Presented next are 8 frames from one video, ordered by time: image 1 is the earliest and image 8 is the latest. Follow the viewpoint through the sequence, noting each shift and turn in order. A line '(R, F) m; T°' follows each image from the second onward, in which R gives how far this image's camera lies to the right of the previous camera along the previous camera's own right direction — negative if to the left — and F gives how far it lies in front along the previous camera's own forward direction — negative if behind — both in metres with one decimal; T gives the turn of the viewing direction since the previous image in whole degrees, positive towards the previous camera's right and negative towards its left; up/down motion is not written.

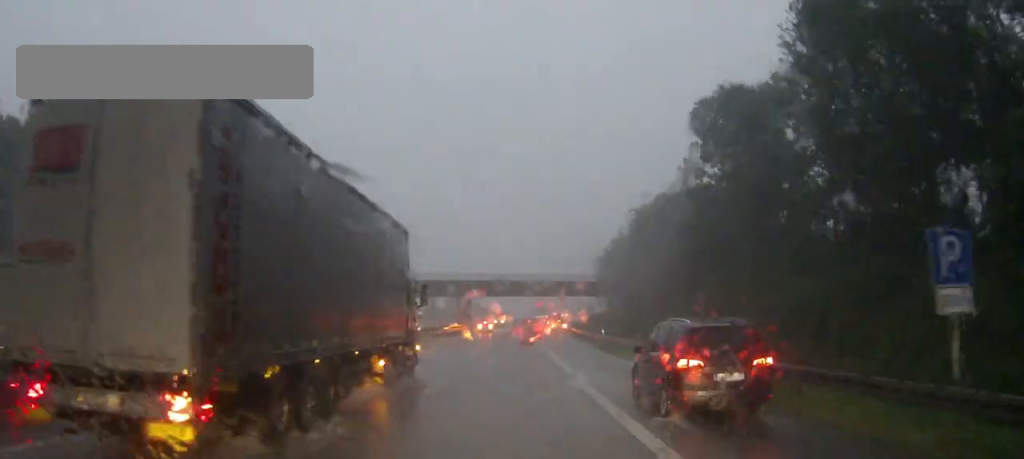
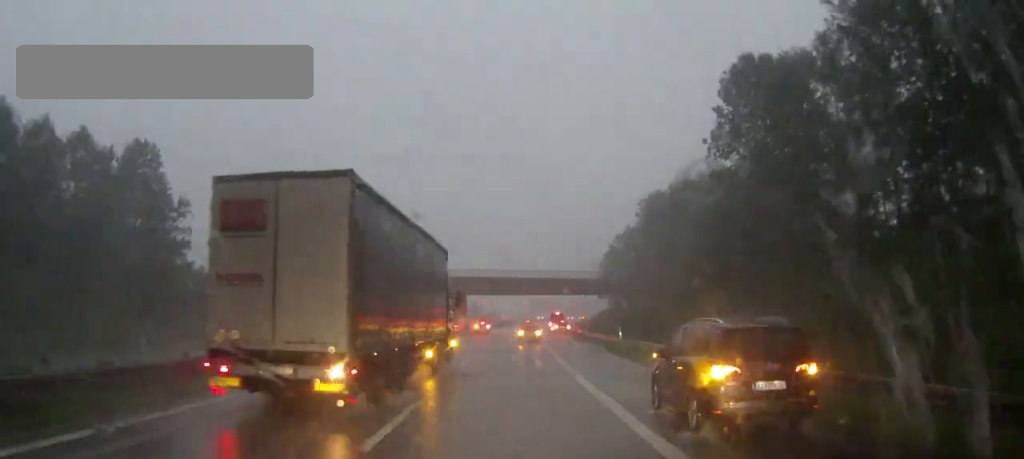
(0.0, +7.3) m; 0°
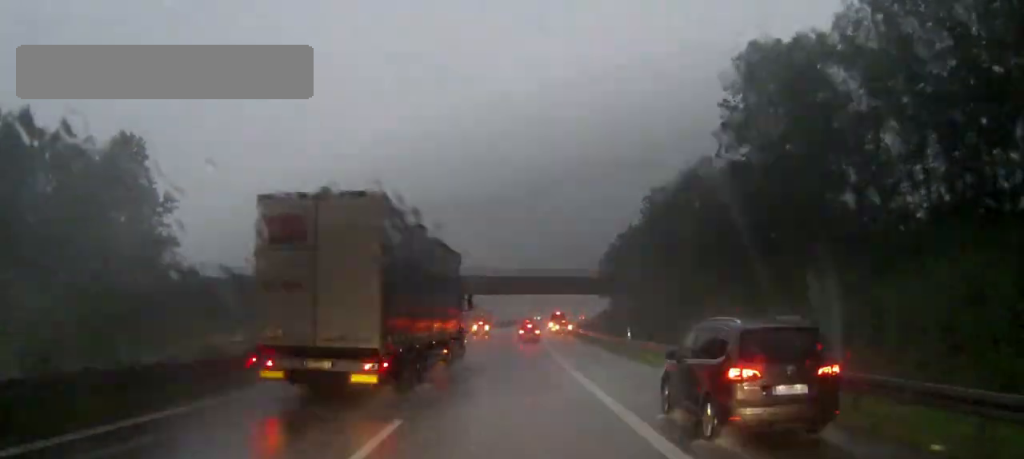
(0.0, +2.9) m; 0°
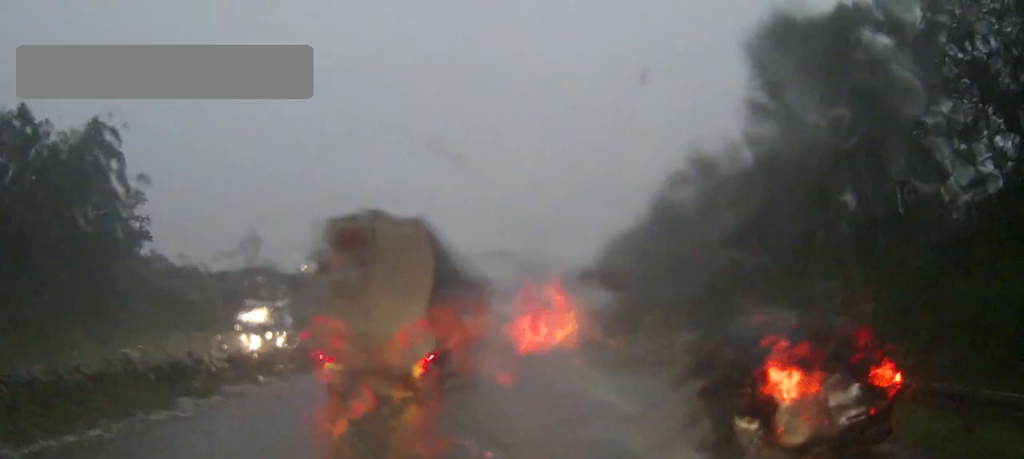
(0.0, +5.4) m; +1°
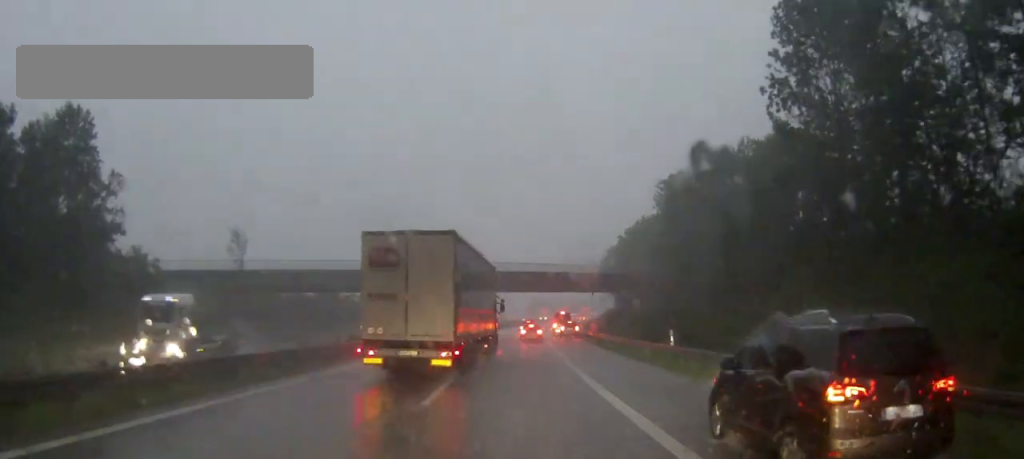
(+0.1, +4.3) m; 0°
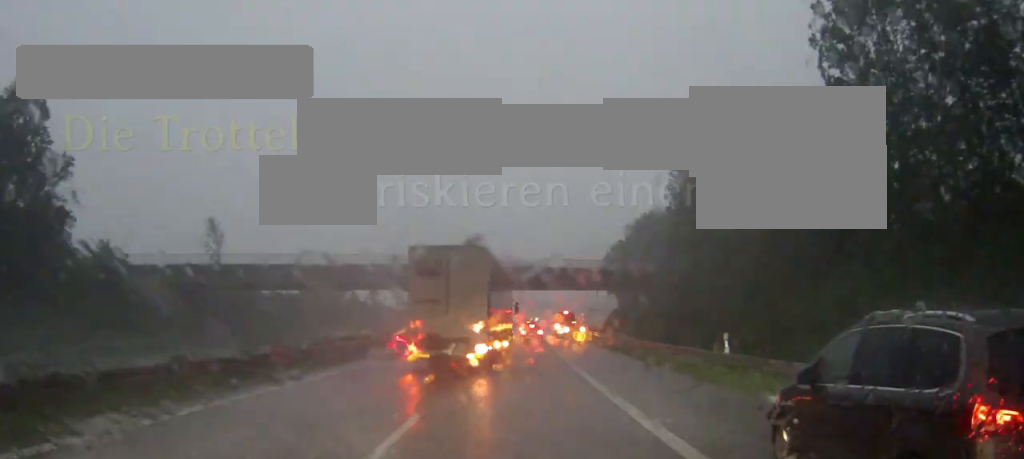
(0.0, +7.0) m; 0°
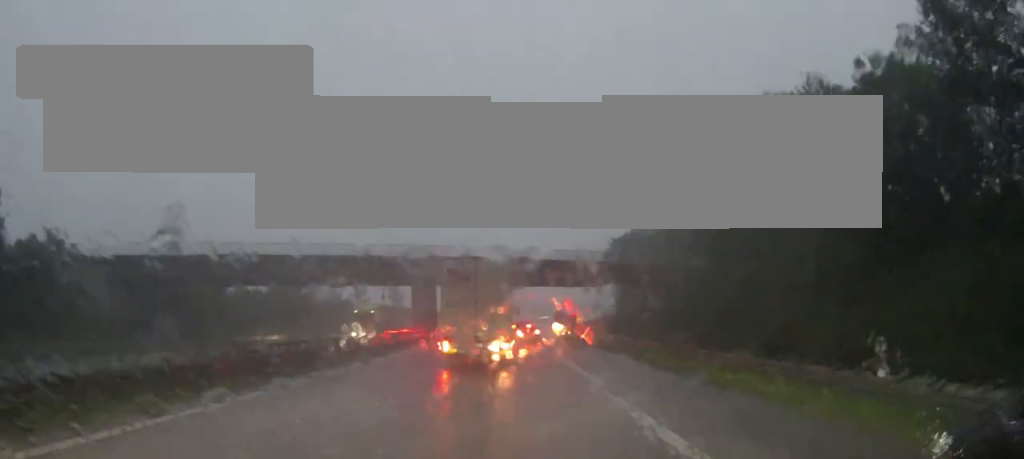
(+0.1, +9.1) m; +1°
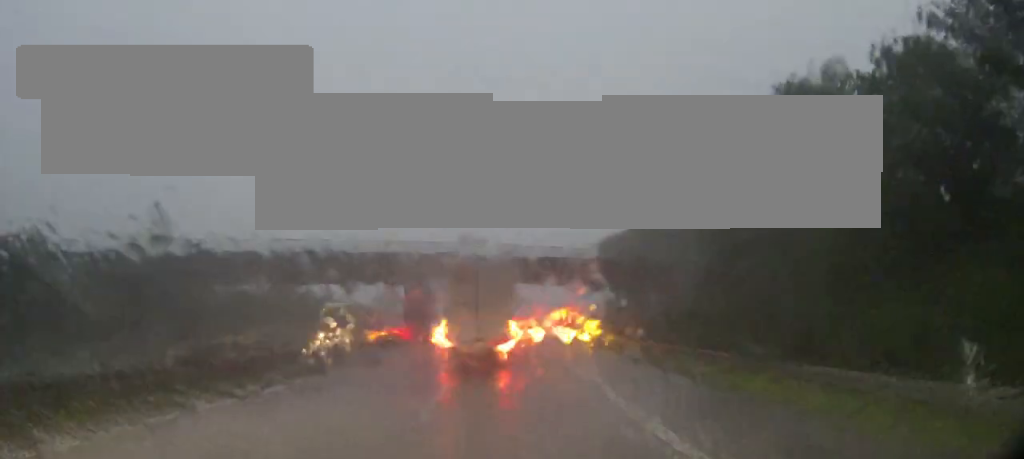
(0.0, +2.6) m; 0°
